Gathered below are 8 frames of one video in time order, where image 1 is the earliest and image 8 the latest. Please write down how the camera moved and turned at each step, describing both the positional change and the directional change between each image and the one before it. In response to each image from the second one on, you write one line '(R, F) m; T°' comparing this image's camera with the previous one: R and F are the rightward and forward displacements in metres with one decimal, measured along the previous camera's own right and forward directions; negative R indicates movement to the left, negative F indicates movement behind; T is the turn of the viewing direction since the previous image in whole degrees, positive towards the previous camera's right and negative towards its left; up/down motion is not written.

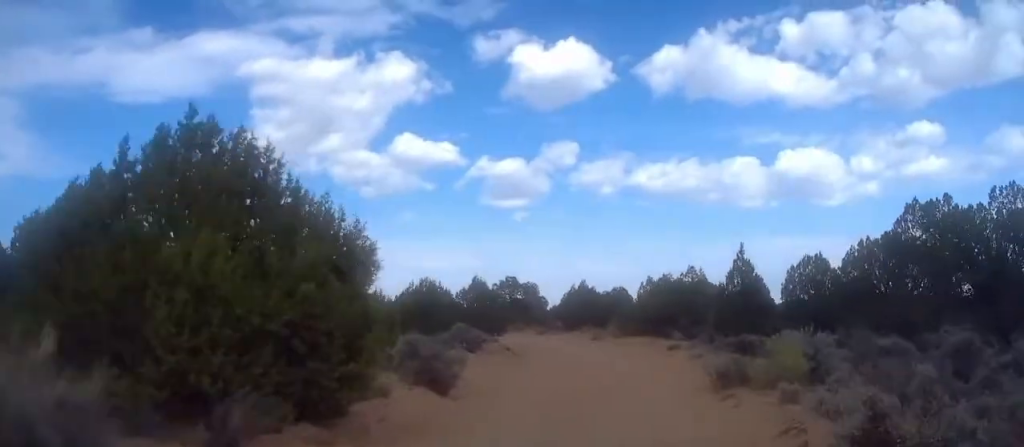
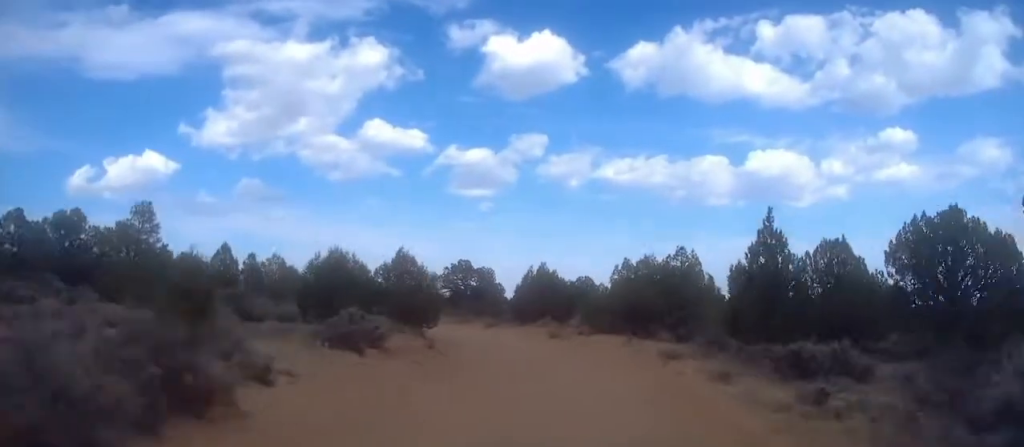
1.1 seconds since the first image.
(+0.3, +9.8) m; +2°
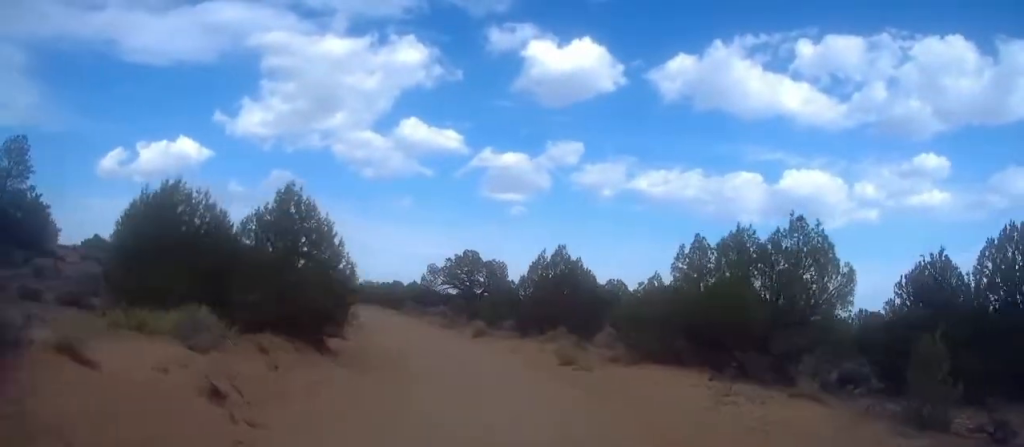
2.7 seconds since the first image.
(+0.5, +15.4) m; -1°
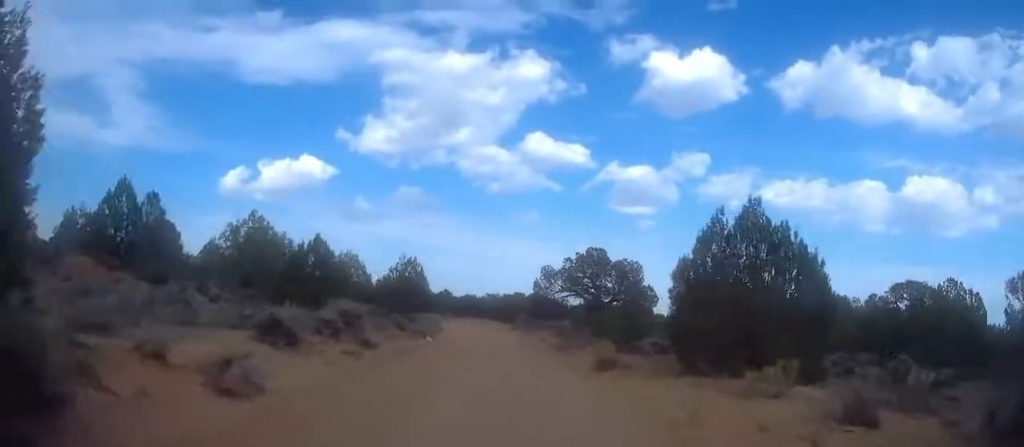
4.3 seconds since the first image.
(-0.6, +14.8) m; -7°
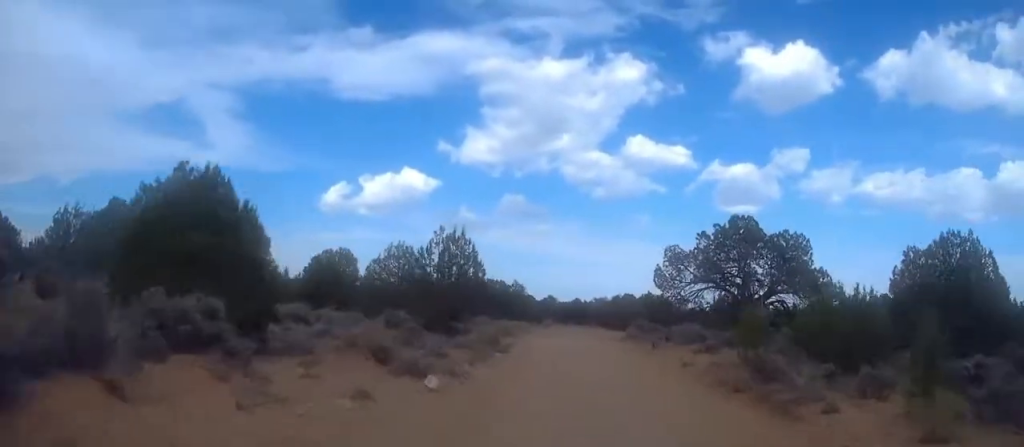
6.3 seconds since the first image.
(-1.7, +17.8) m; -8°
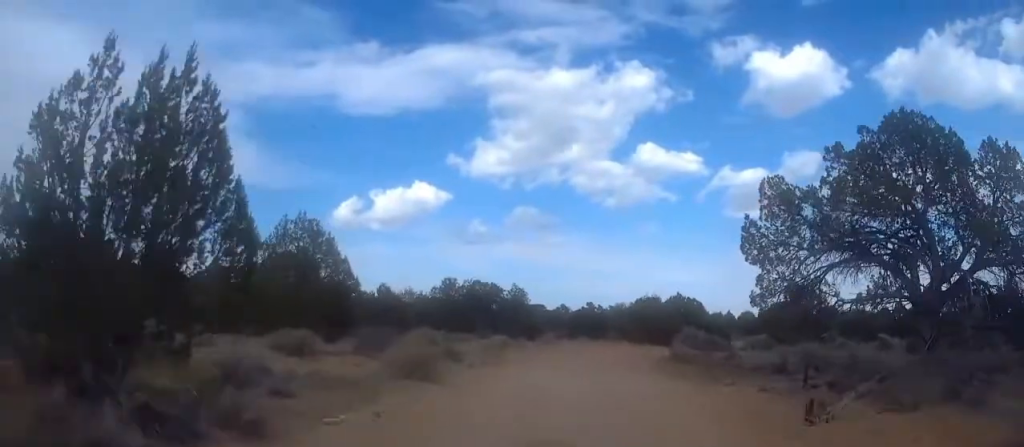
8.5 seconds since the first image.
(-1.0, +20.4) m; -4°
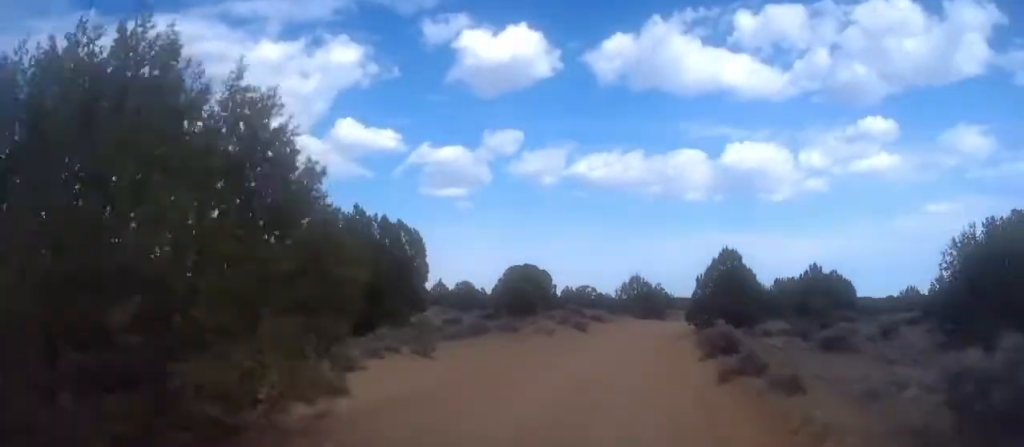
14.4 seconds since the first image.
(+6.0, +53.7) m; +19°
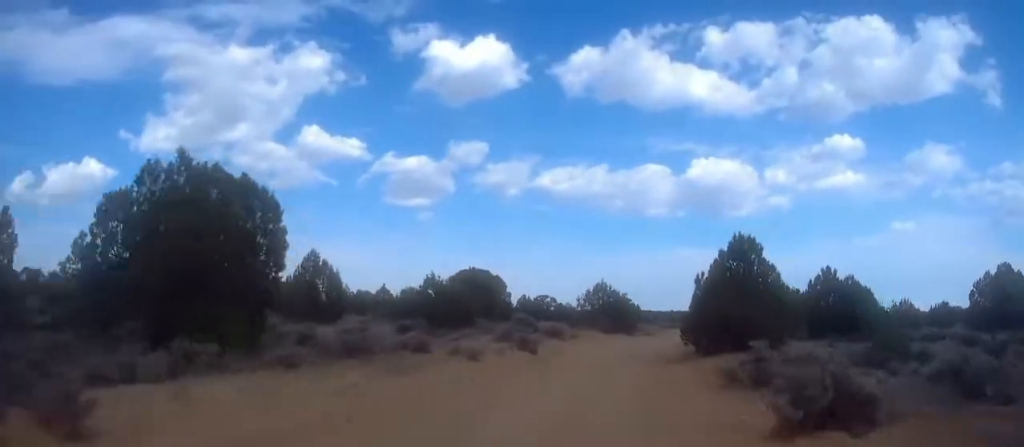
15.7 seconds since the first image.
(+0.8, +11.9) m; +5°
